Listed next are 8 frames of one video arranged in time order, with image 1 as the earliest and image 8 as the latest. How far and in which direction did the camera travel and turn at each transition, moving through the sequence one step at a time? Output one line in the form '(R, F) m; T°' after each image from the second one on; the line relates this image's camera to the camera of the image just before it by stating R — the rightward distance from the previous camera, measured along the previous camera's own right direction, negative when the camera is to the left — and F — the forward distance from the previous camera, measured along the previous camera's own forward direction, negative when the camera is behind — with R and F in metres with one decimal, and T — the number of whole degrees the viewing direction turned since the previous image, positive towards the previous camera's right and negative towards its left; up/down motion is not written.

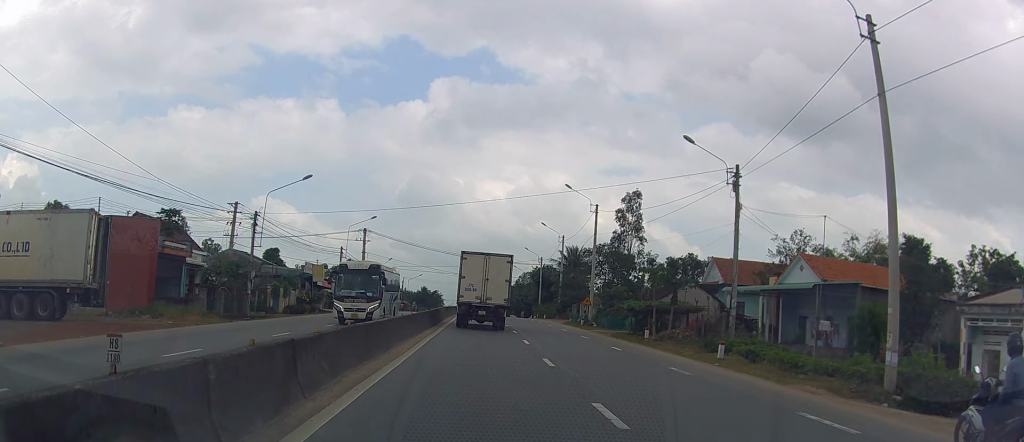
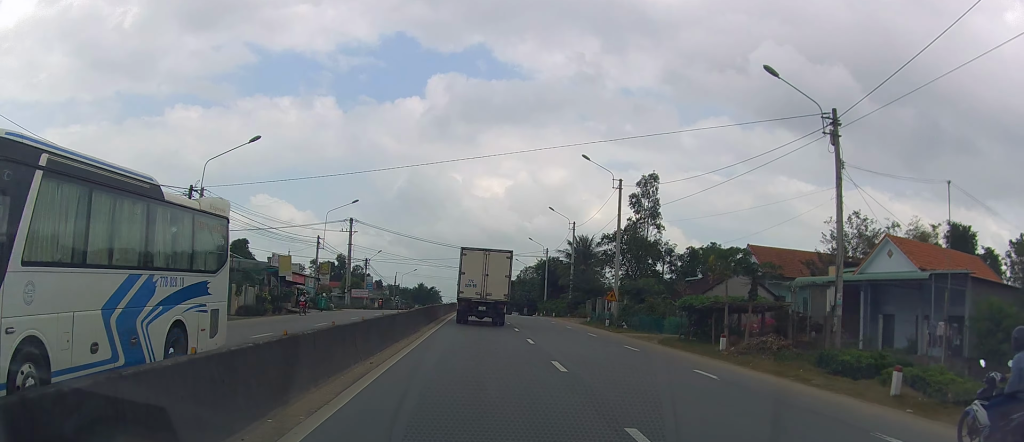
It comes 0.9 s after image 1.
(-0.2, +10.2) m; -1°
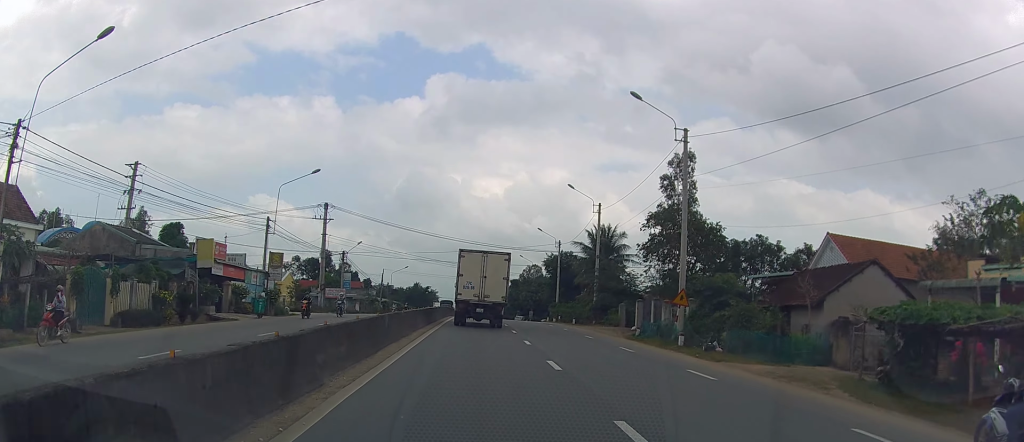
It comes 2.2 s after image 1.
(0.0, +14.9) m; 0°
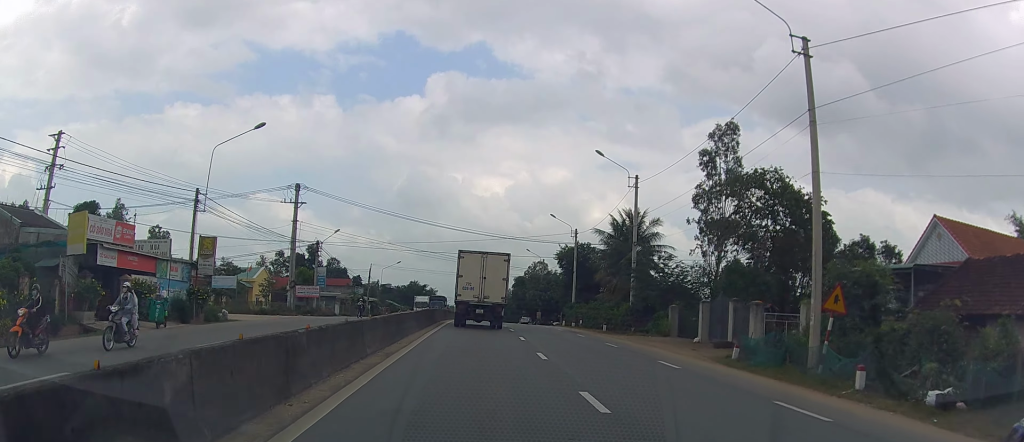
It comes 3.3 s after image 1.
(0.0, +12.1) m; 0°
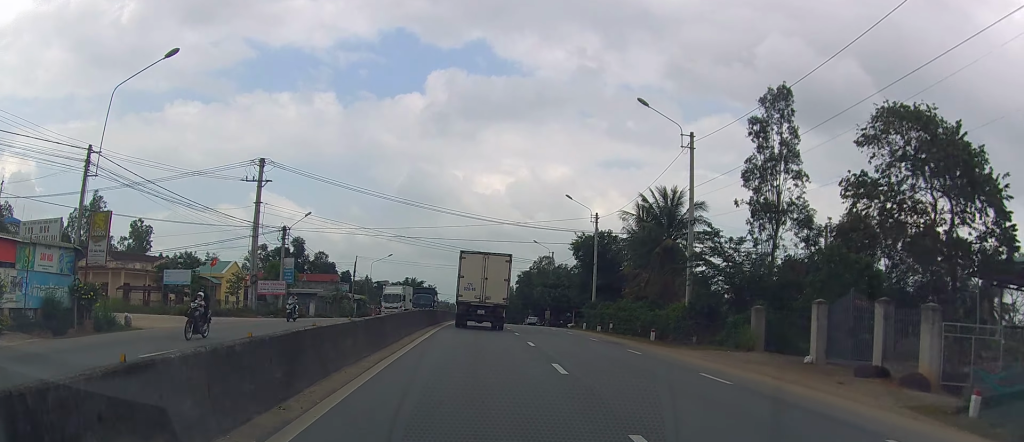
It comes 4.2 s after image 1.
(0.0, +10.1) m; 0°
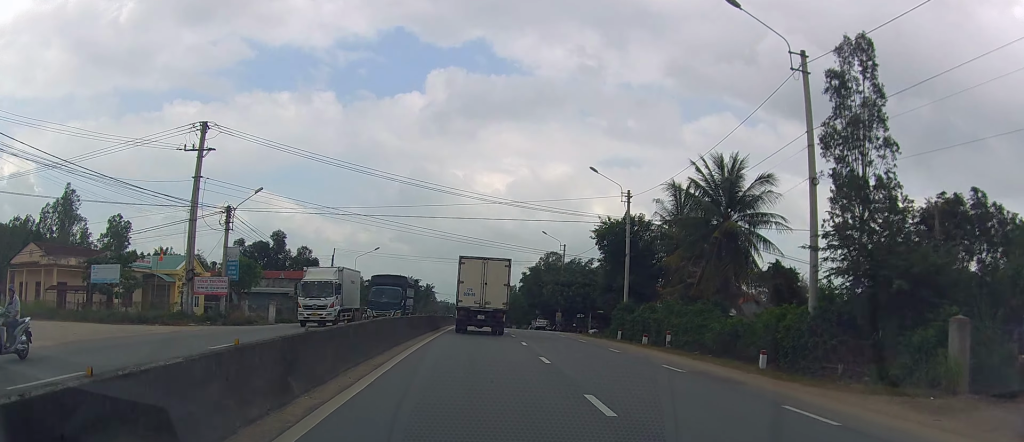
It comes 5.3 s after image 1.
(0.0, +12.6) m; 0°
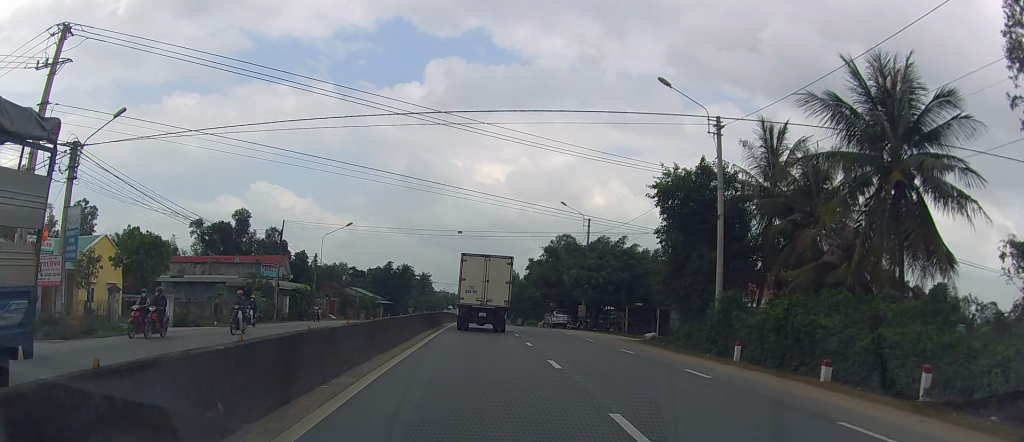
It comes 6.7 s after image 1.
(0.0, +19.9) m; 0°
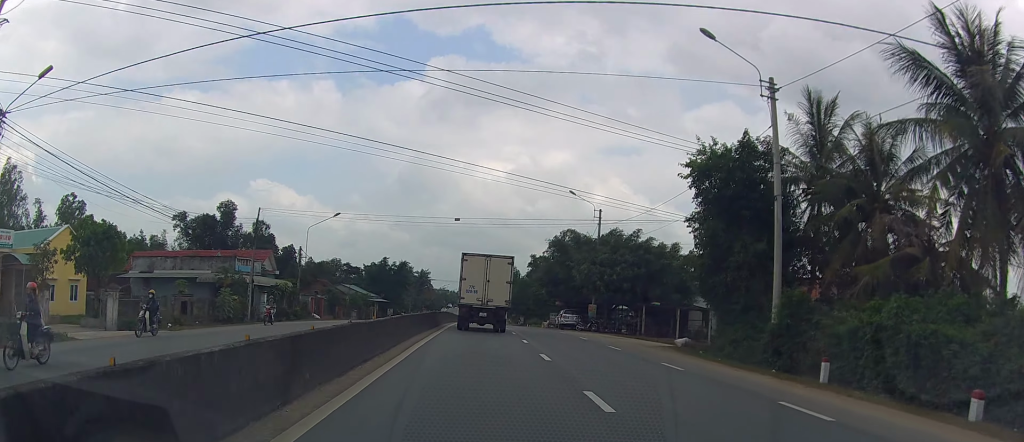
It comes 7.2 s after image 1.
(0.0, +6.2) m; 0°
